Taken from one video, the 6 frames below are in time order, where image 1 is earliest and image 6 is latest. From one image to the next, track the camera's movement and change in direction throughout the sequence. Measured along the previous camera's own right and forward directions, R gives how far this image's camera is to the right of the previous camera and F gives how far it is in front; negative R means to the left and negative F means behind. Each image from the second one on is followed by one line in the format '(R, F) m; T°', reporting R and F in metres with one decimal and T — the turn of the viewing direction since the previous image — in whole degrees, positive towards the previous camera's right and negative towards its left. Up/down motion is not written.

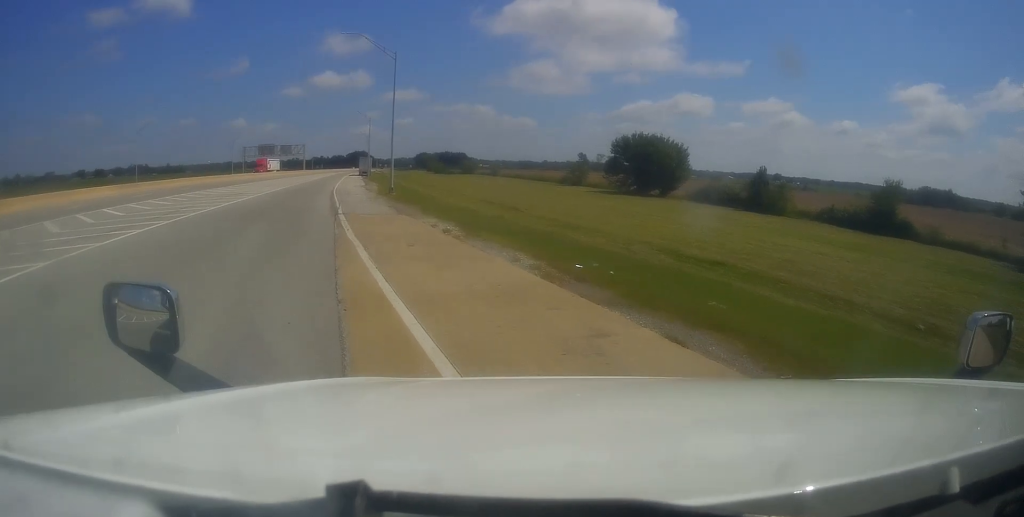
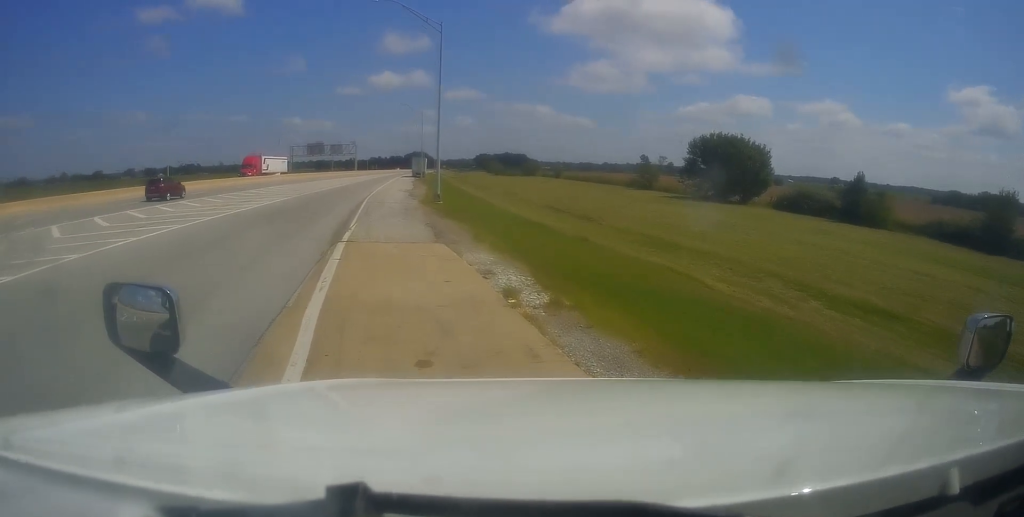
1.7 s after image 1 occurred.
(-0.4, +9.8) m; -14°
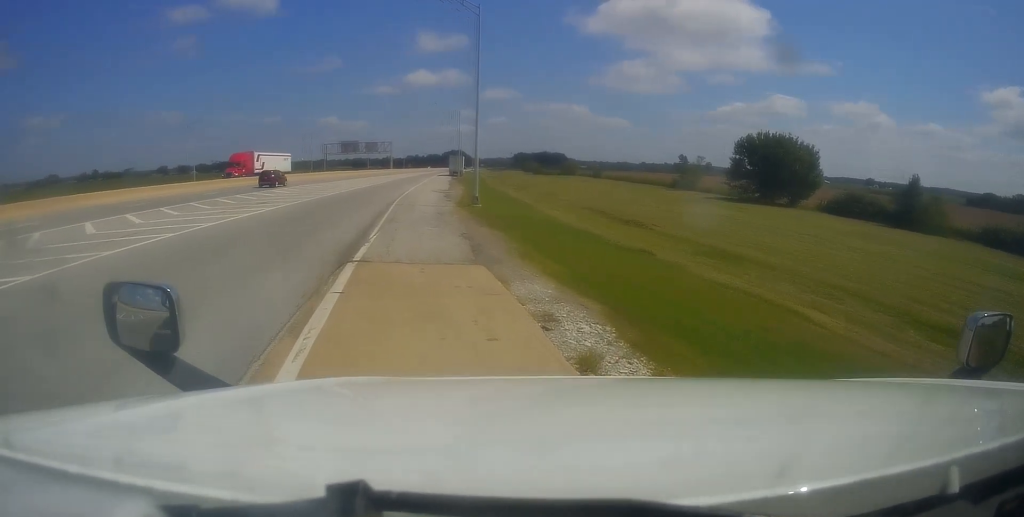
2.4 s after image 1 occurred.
(-0.1, +3.8) m; -5°
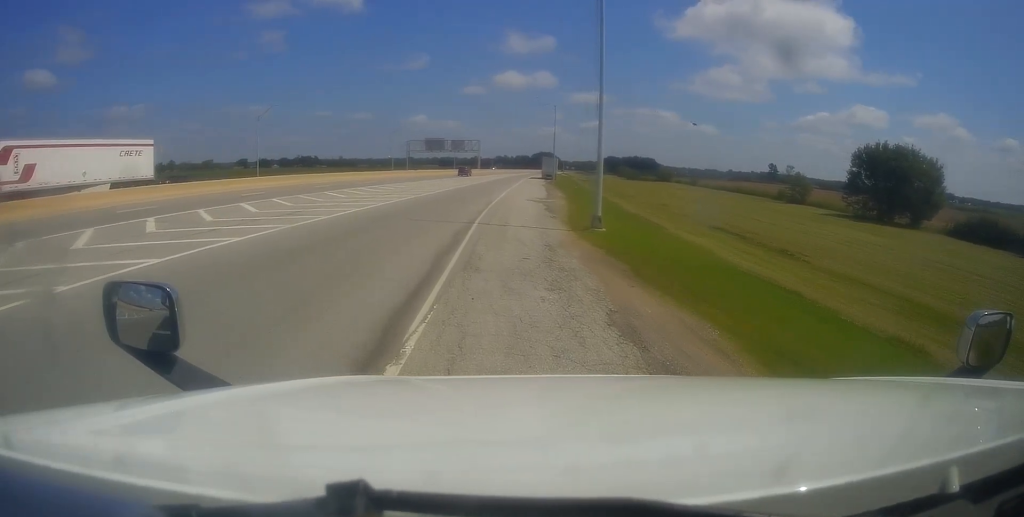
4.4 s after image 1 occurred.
(-1.2, +9.9) m; -11°
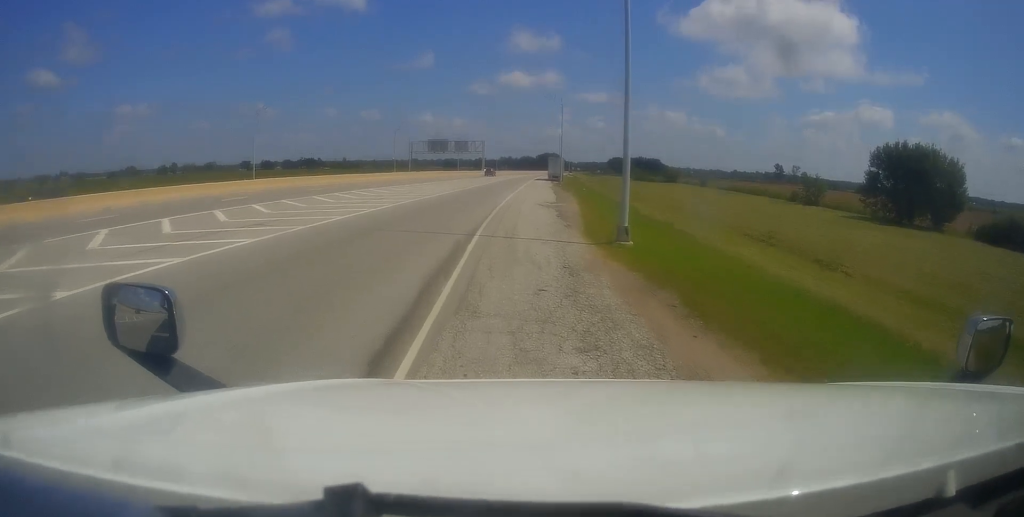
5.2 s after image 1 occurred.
(0.0, +3.6) m; -3°
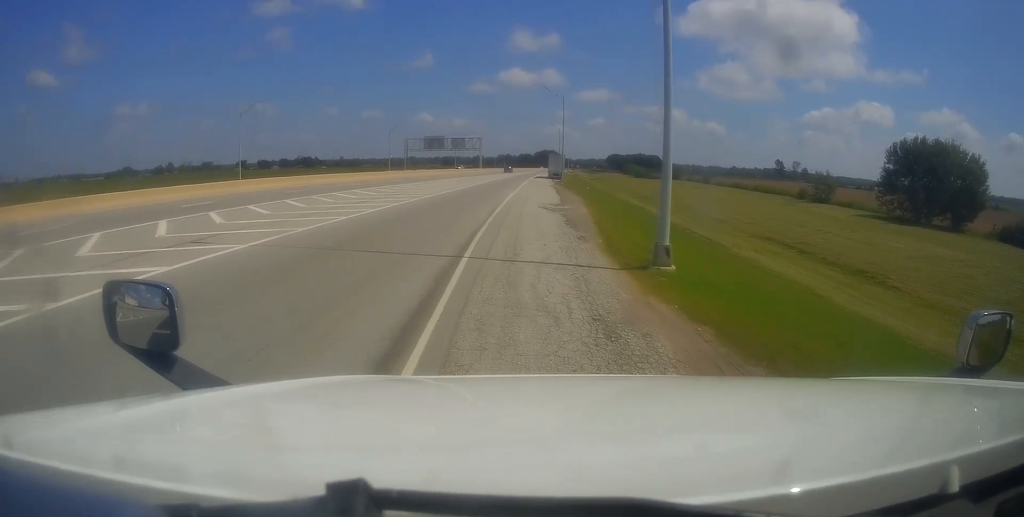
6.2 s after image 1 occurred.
(-0.2, +4.6) m; -1°
